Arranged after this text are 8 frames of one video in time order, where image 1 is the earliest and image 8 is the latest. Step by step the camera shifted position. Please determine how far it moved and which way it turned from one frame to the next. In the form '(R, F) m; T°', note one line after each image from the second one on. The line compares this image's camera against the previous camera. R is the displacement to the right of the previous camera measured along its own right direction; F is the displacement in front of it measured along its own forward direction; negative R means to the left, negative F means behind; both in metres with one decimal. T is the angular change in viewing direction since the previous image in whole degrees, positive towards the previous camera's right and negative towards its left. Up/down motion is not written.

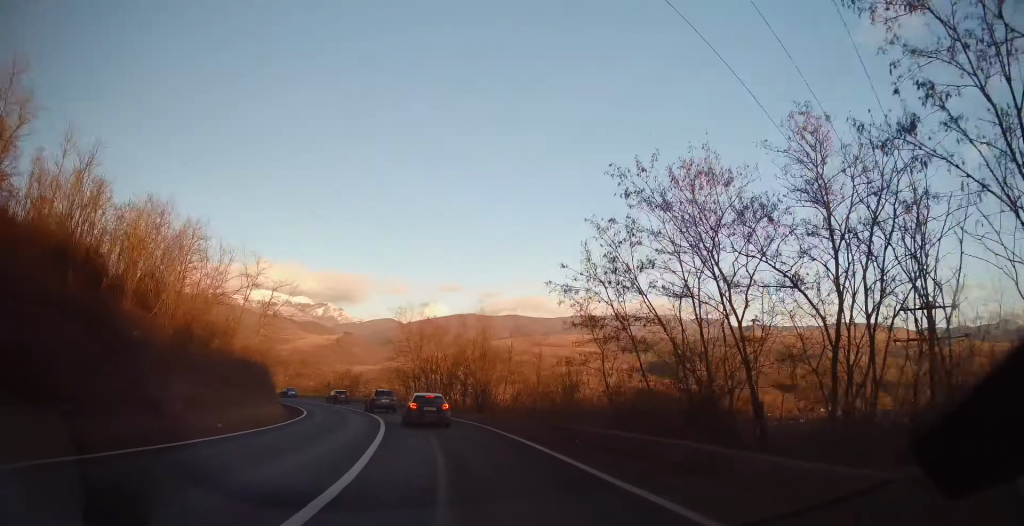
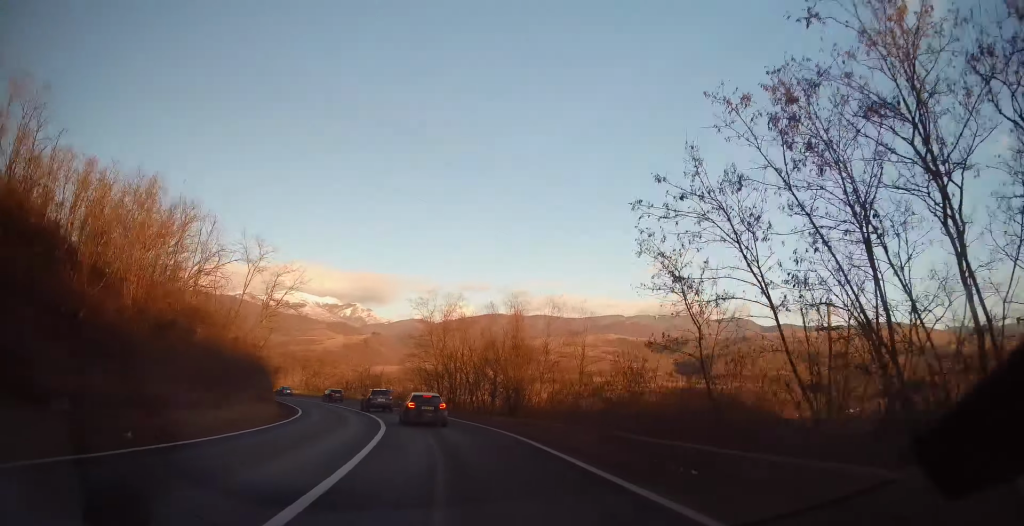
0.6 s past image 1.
(-0.6, +6.6) m; -5°
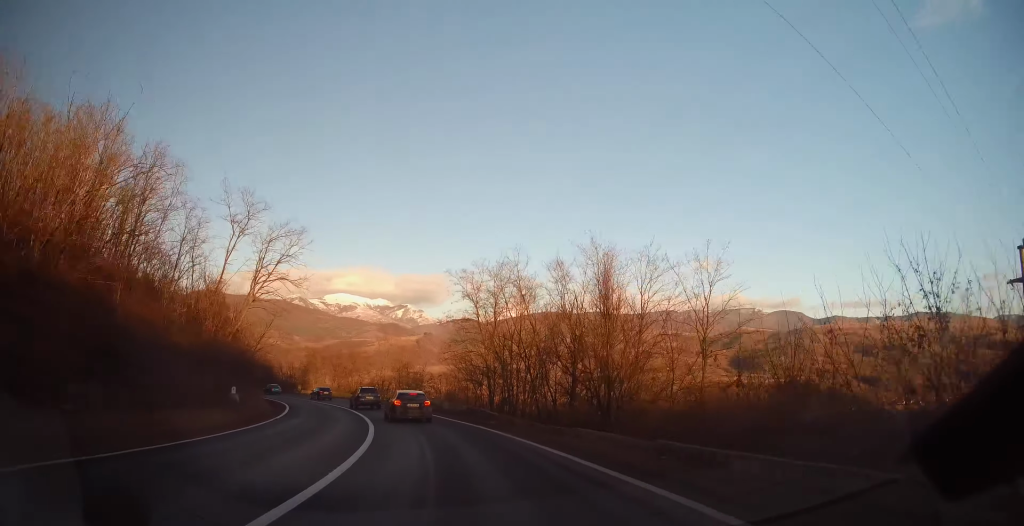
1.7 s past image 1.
(-1.0, +13.0) m; -7°
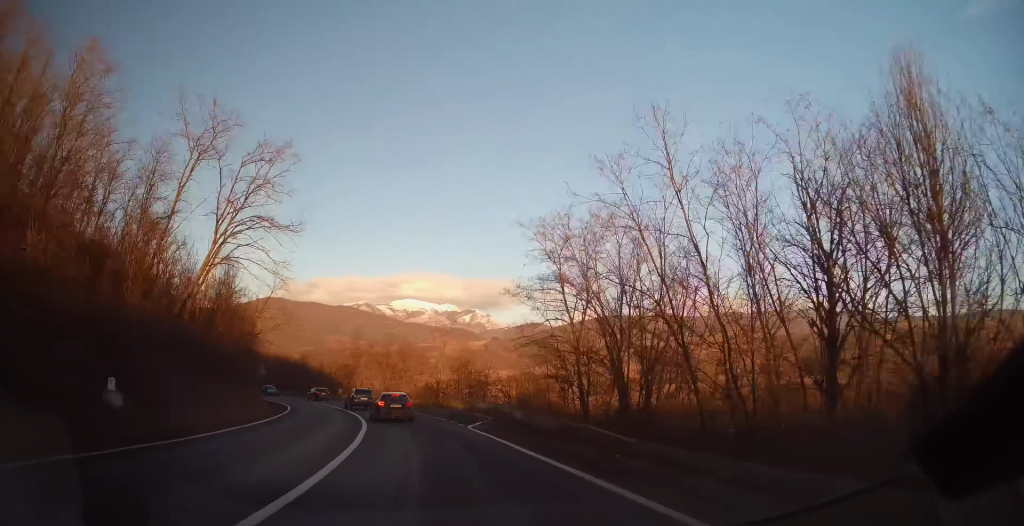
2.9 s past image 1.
(-0.7, +14.5) m; -6°
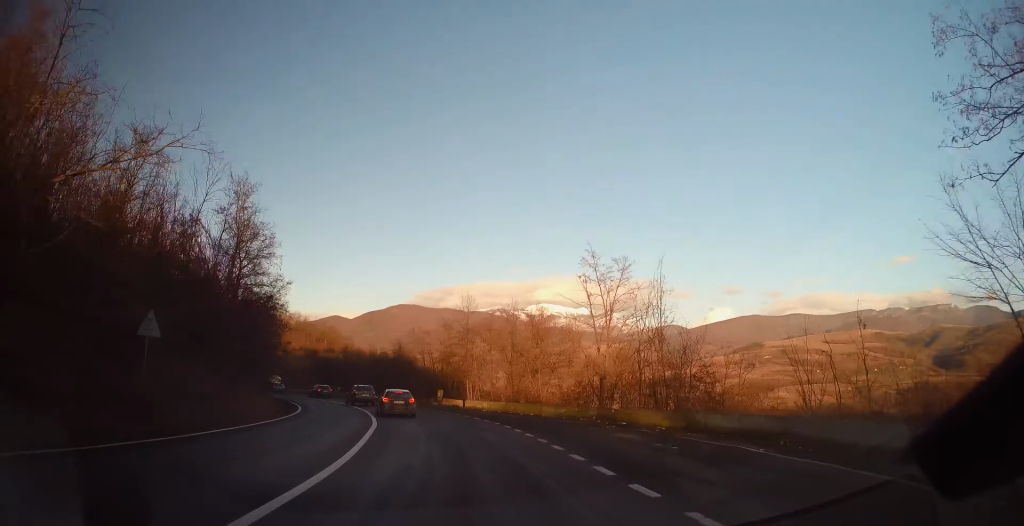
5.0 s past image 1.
(-3.1, +26.5) m; -14°
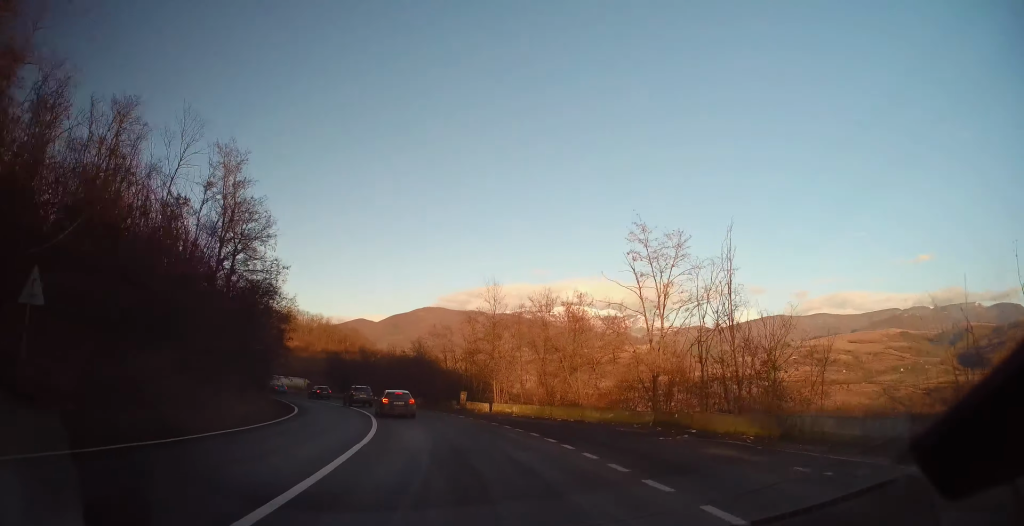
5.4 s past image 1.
(-0.3, +5.8) m; -3°
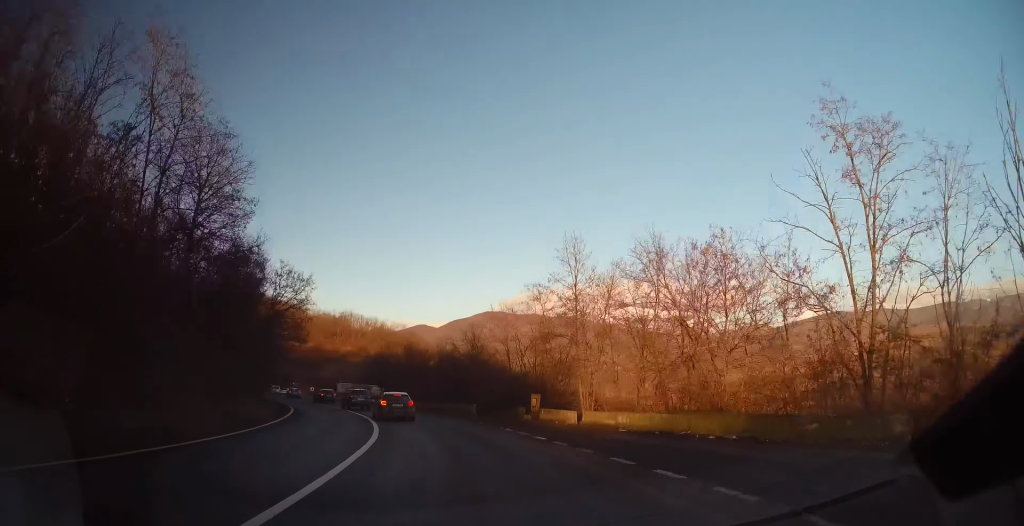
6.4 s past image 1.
(-0.7, +13.0) m; -7°
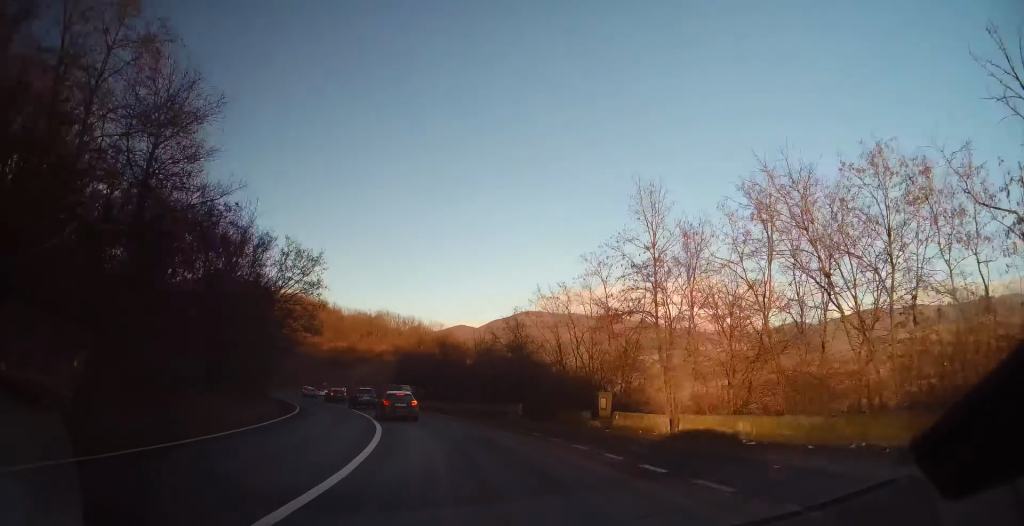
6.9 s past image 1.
(0.0, +7.3) m; -4°
